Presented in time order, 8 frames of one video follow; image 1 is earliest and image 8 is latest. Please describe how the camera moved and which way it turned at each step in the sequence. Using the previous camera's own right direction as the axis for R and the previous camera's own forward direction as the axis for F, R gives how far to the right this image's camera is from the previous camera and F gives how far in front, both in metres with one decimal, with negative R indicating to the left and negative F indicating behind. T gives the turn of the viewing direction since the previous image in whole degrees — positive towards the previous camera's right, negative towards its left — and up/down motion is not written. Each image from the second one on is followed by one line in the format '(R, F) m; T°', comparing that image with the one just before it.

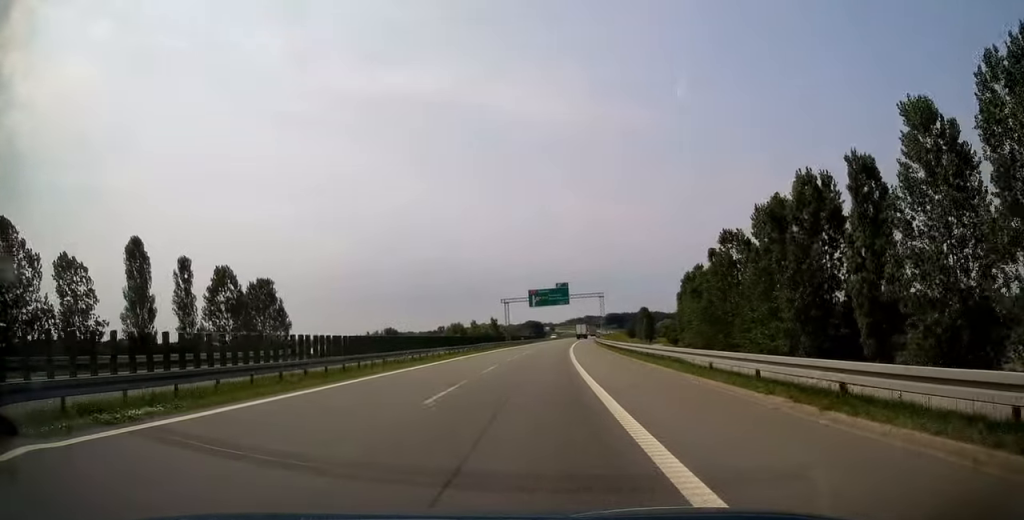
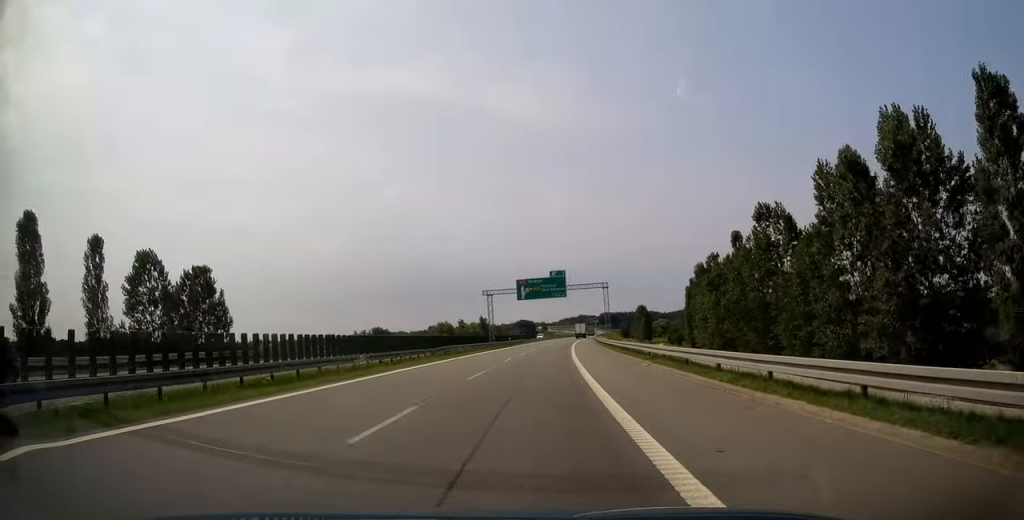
(+0.1, +16.6) m; +1°
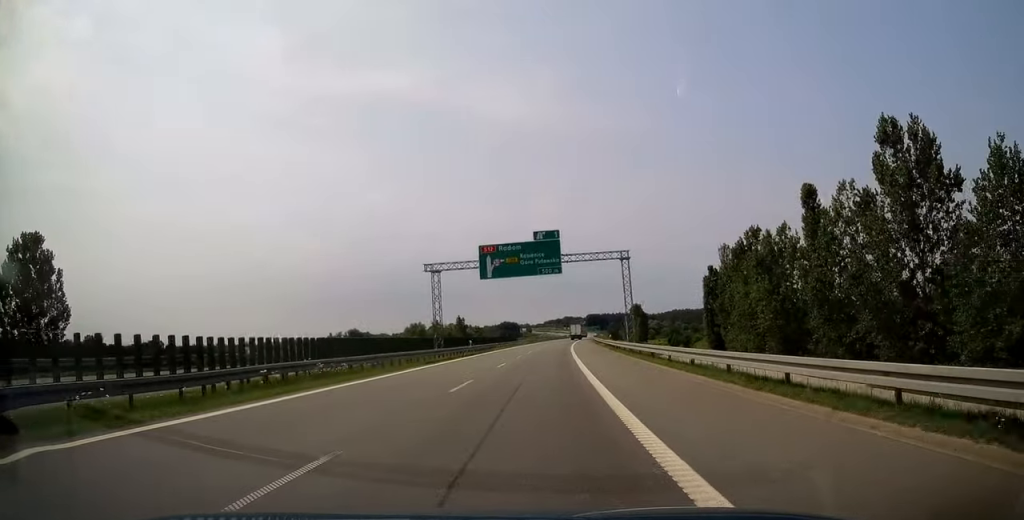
(+0.5, +28.8) m; +2°
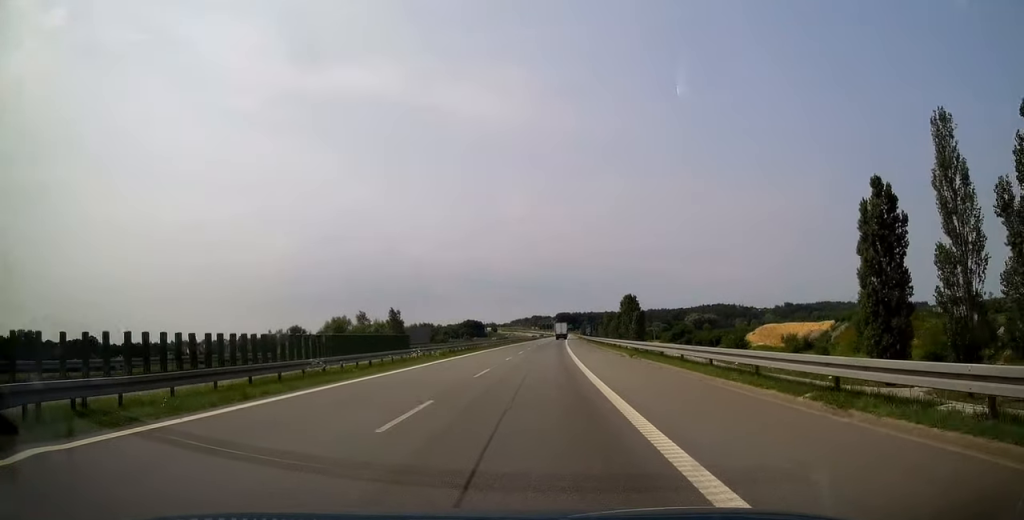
(+1.3, +65.8) m; +3°
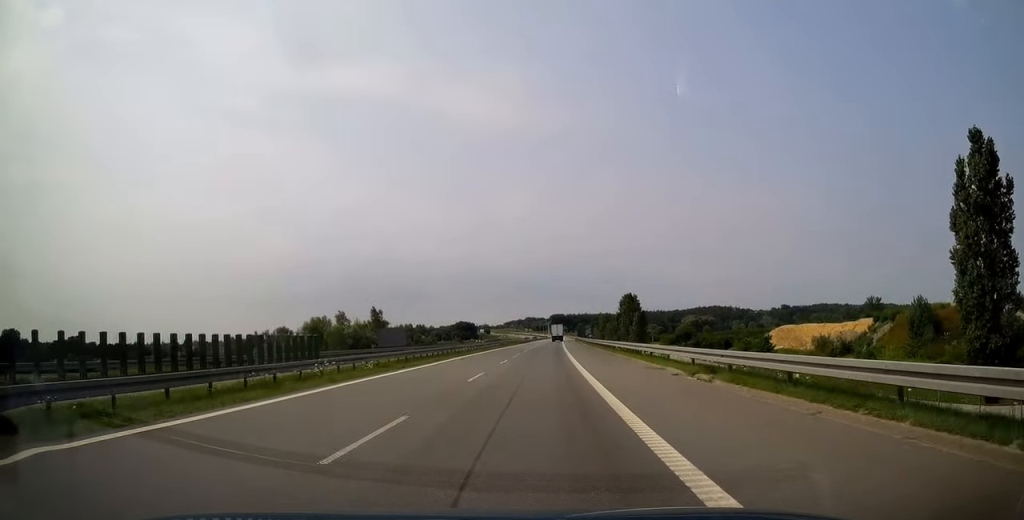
(0.0, +14.0) m; +1°
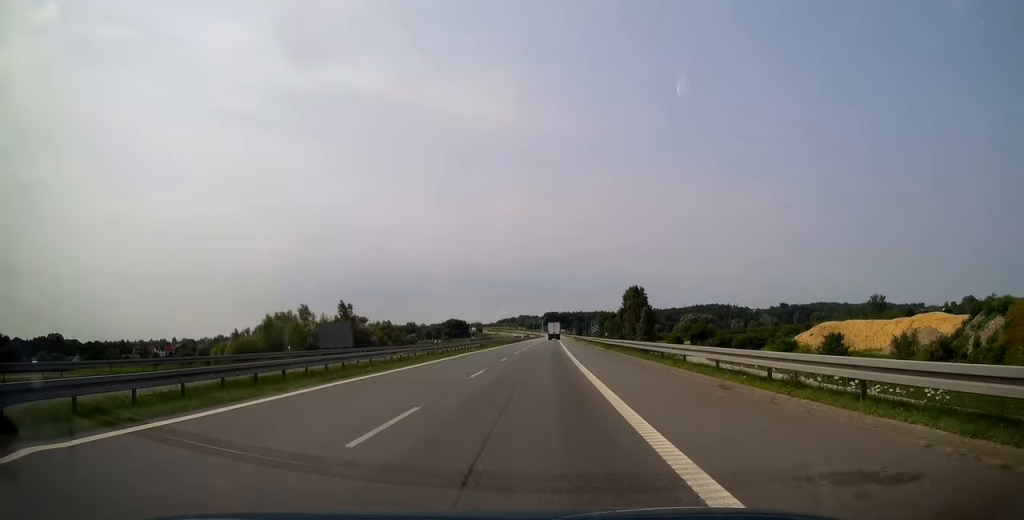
(+0.3, +23.1) m; +1°
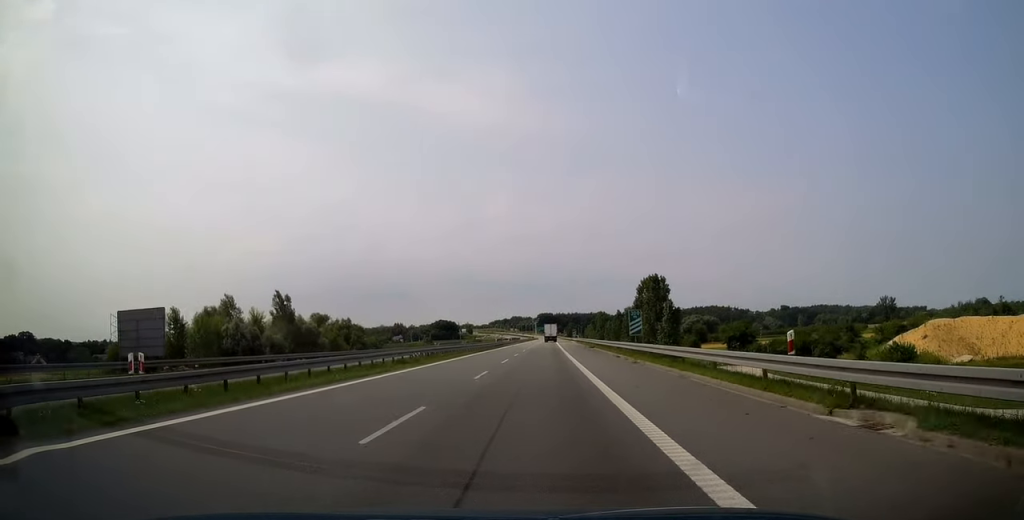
(+0.2, +35.7) m; +1°
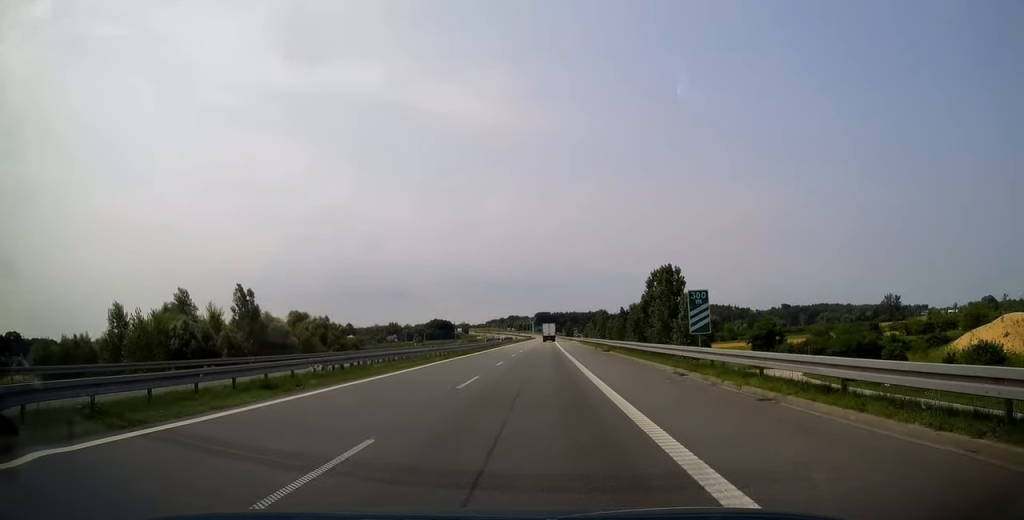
(+0.2, +15.5) m; 0°
